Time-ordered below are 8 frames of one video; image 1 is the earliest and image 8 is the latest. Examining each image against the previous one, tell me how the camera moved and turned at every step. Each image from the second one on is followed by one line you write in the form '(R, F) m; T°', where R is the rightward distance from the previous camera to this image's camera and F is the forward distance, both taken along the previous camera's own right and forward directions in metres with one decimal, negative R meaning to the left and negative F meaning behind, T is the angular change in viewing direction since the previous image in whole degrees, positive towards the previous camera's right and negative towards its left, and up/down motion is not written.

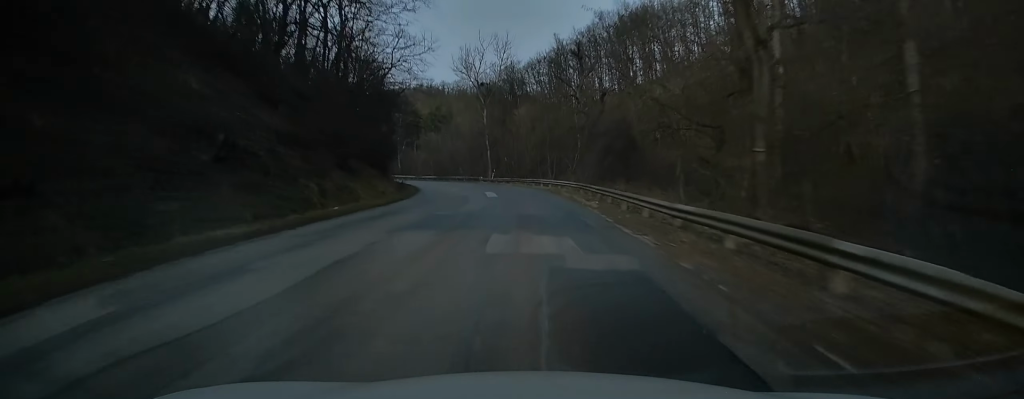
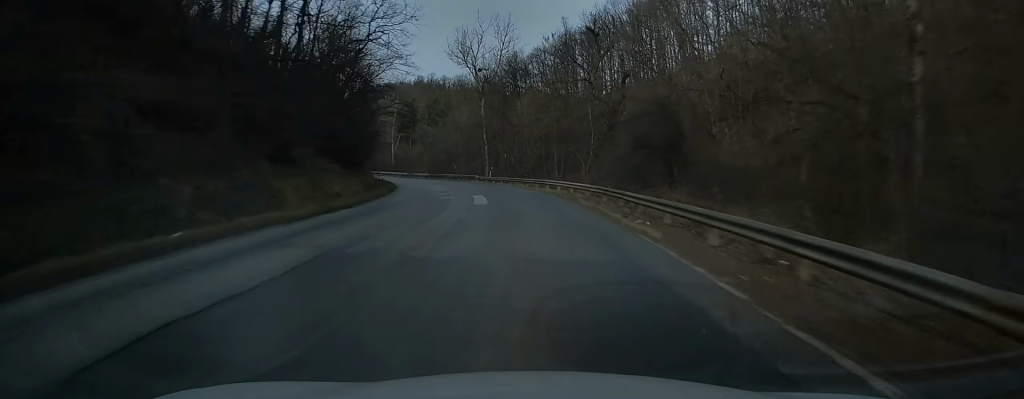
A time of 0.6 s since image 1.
(-0.1, +10.2) m; -2°
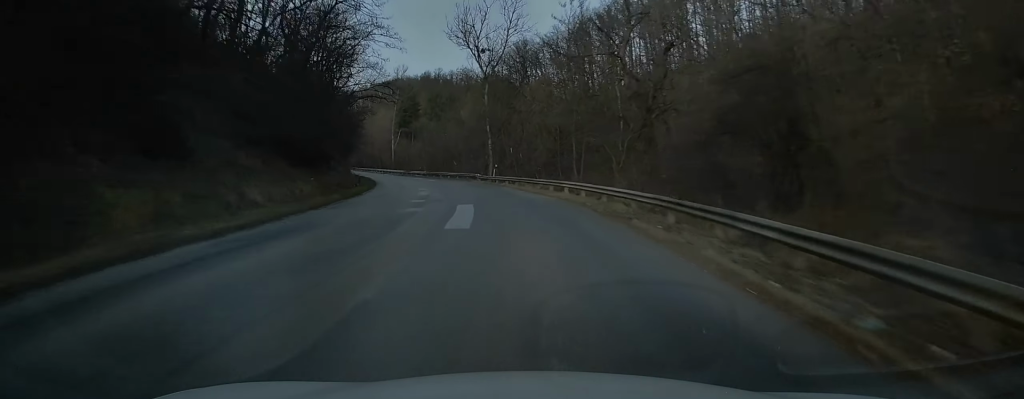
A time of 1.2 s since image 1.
(-0.3, +11.0) m; -2°
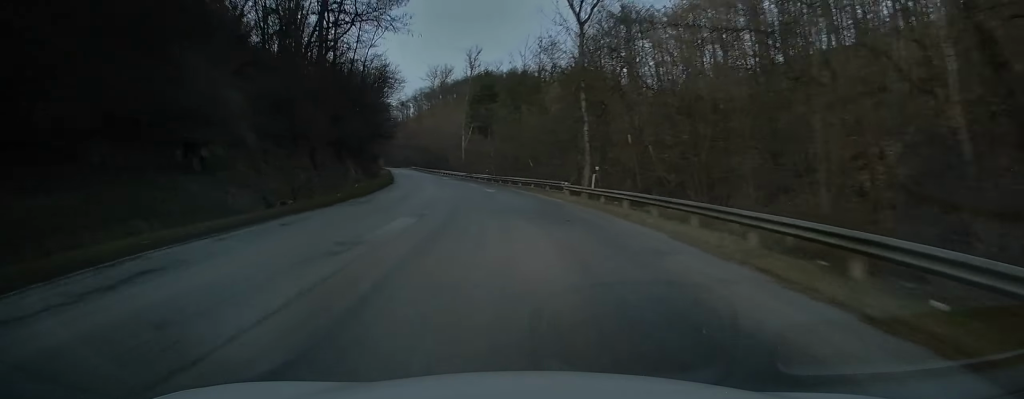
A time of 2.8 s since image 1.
(-1.3, +26.8) m; -7°
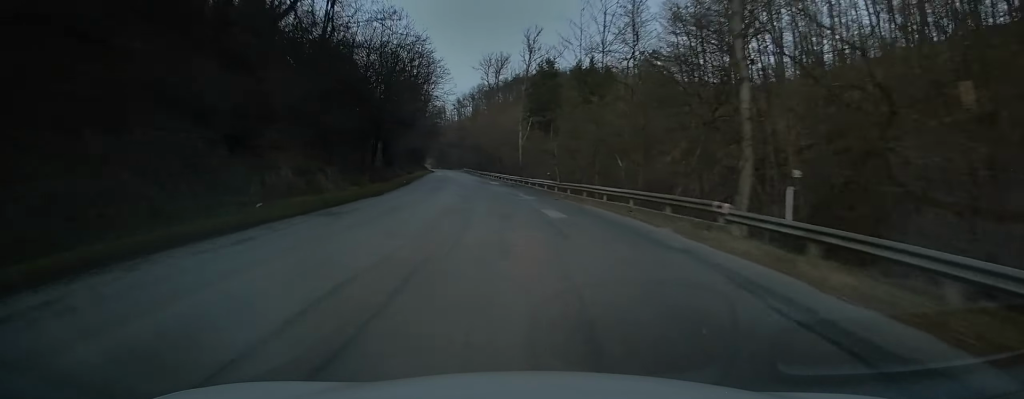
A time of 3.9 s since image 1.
(-1.1, +20.3) m; -4°
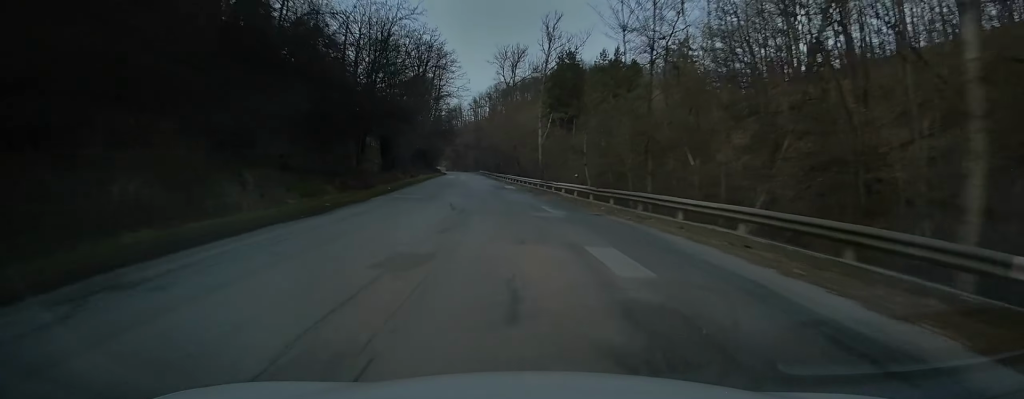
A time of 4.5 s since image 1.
(-0.1, +10.2) m; -1°
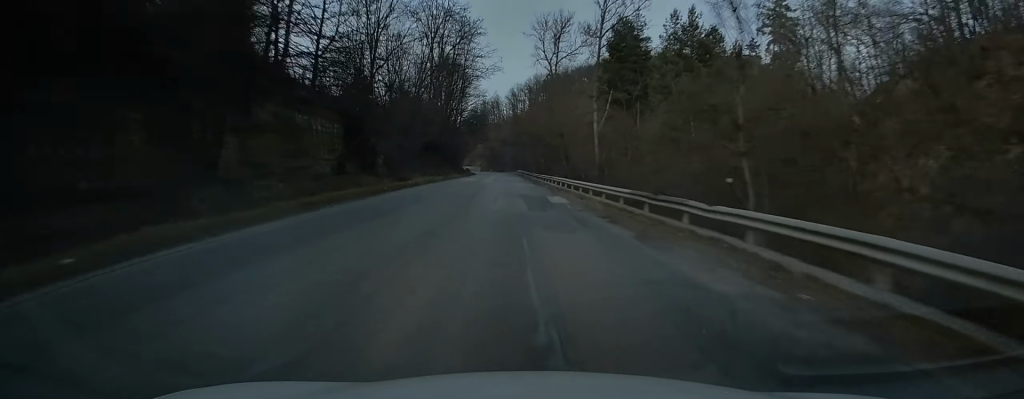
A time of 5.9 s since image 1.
(-0.7, +25.3) m; -3°
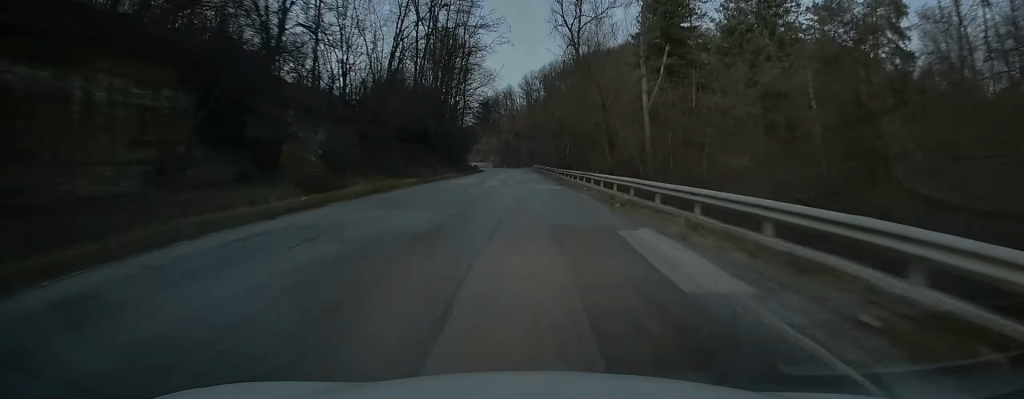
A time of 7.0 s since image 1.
(-0.3, +19.9) m; 0°
